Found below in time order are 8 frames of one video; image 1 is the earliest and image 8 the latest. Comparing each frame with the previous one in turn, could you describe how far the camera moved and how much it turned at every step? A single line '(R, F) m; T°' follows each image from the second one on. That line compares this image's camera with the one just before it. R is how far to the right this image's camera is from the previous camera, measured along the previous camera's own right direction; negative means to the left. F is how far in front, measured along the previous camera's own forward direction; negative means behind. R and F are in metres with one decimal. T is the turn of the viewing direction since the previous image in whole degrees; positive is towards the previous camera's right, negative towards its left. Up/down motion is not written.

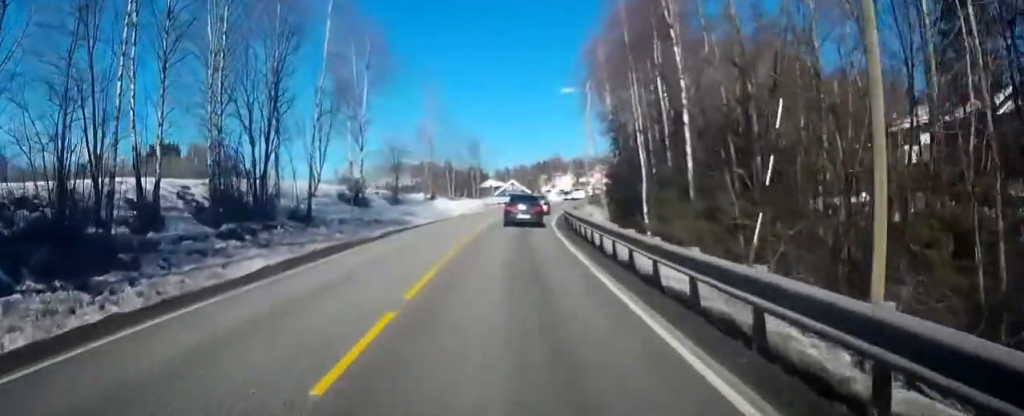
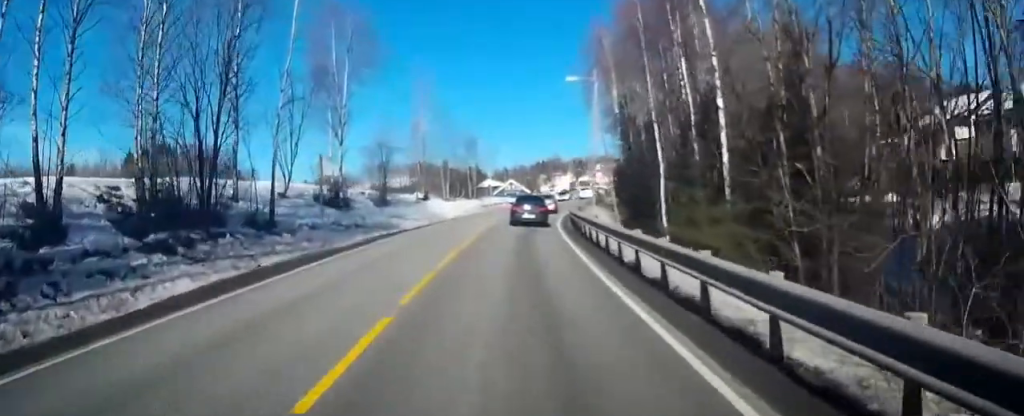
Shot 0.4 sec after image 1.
(0.0, +4.4) m; +1°
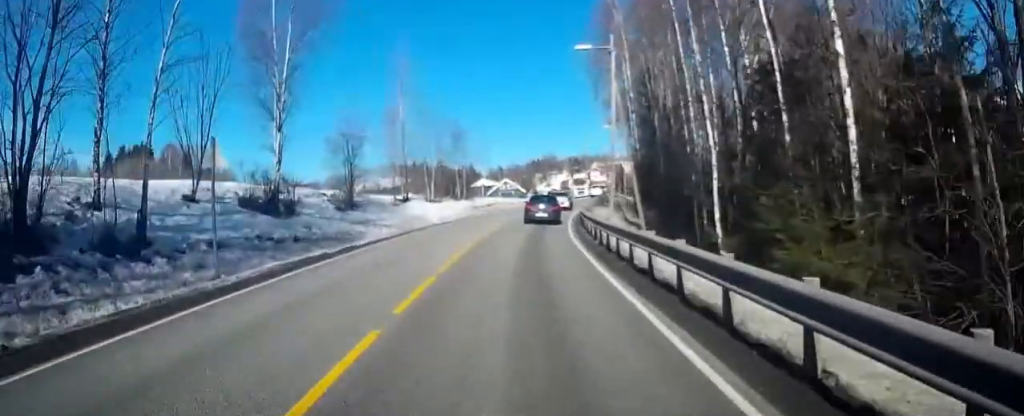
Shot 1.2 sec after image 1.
(+0.1, +8.4) m; +1°
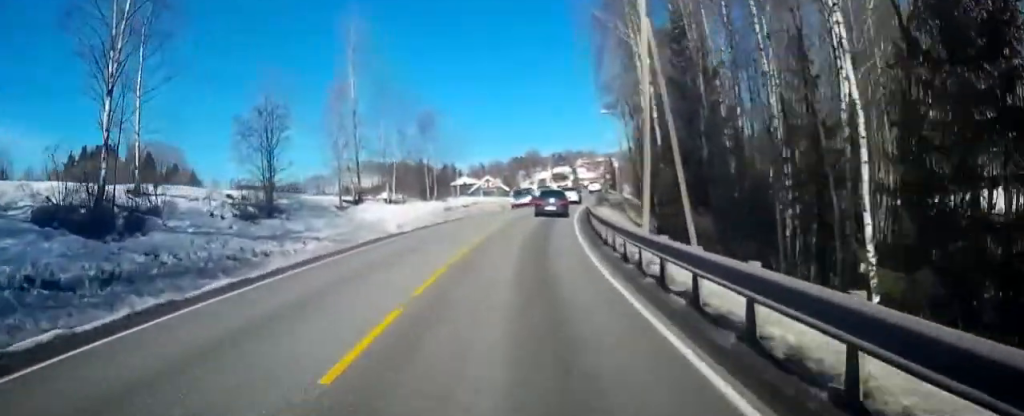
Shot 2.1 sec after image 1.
(+0.2, +10.5) m; +2°
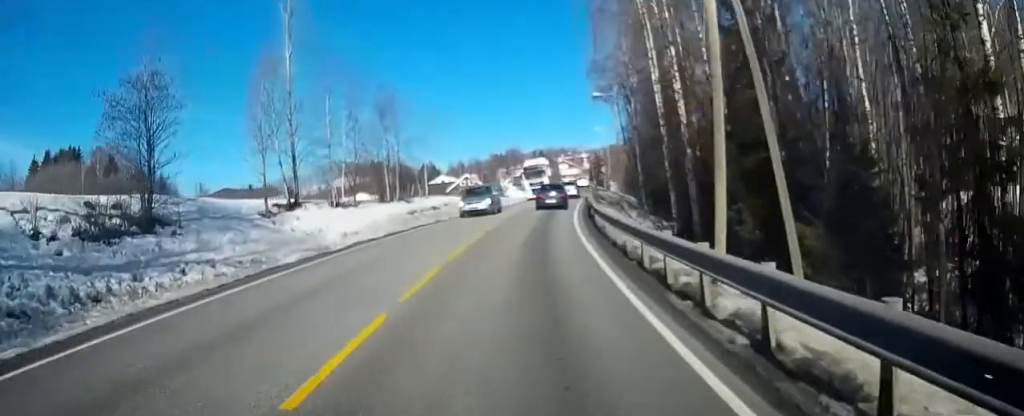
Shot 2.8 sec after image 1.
(+0.1, +8.4) m; +1°
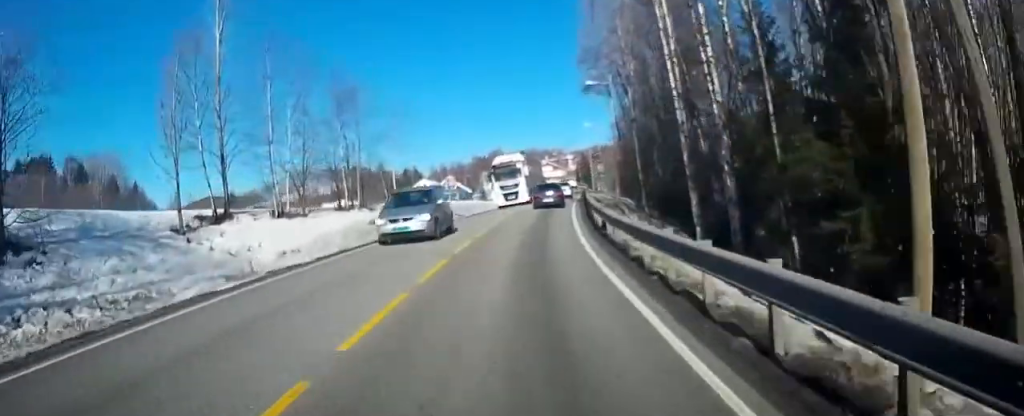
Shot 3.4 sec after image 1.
(+0.1, +6.3) m; +1°
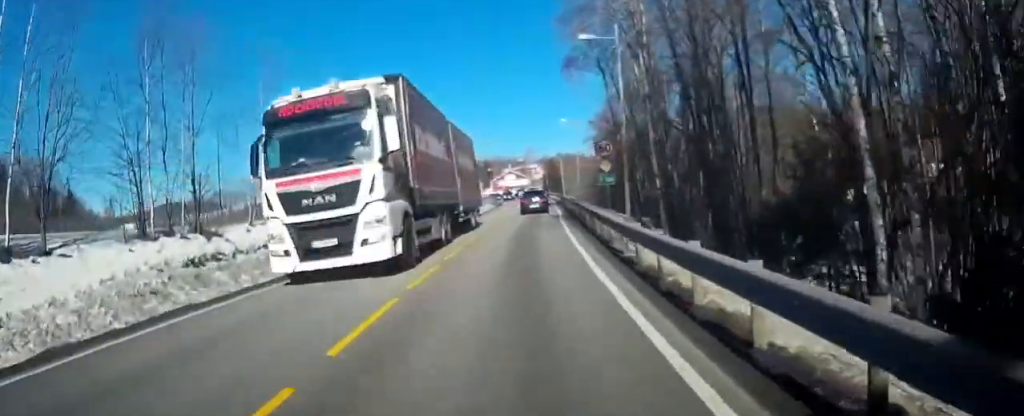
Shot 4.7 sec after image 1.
(+0.5, +15.8) m; +4°
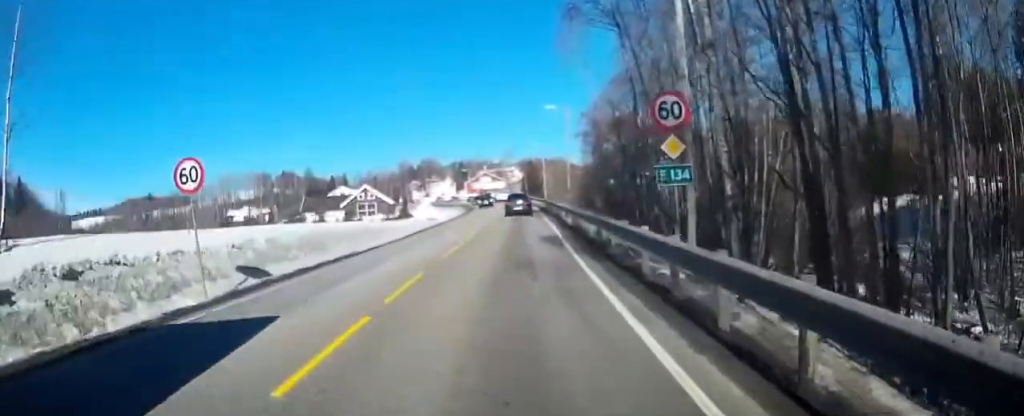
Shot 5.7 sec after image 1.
(+0.3, +13.1) m; +1°
